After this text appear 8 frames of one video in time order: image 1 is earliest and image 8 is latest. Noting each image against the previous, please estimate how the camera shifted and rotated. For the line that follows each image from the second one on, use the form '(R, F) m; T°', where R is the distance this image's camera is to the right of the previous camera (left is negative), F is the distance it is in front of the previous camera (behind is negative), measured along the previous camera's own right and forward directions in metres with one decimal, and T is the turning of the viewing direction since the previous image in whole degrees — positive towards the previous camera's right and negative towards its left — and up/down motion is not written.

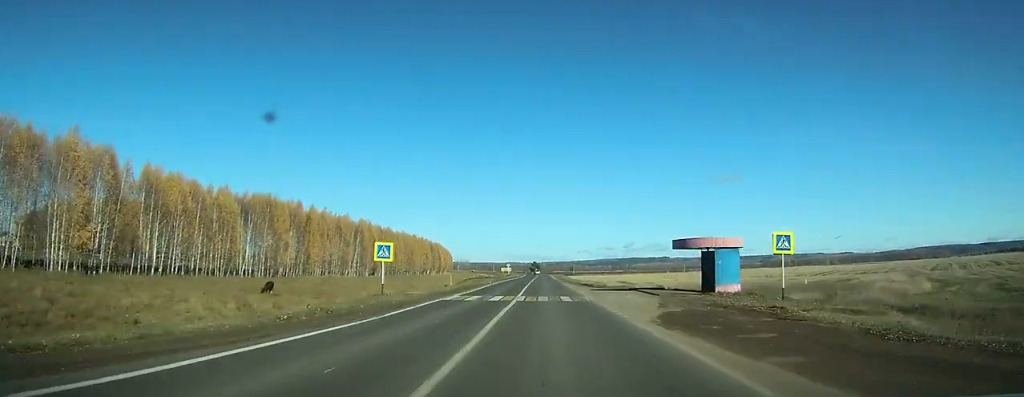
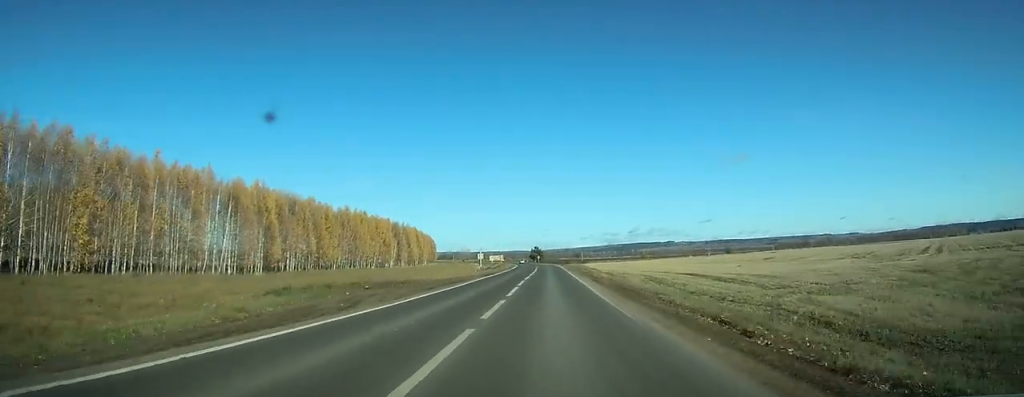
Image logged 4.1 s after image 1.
(-3.8, +66.0) m; -4°
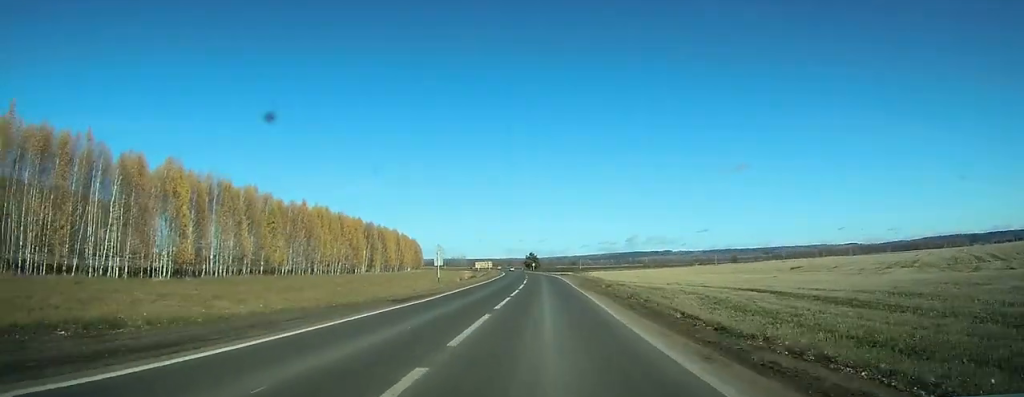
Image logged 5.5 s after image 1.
(0.0, +27.2) m; 0°
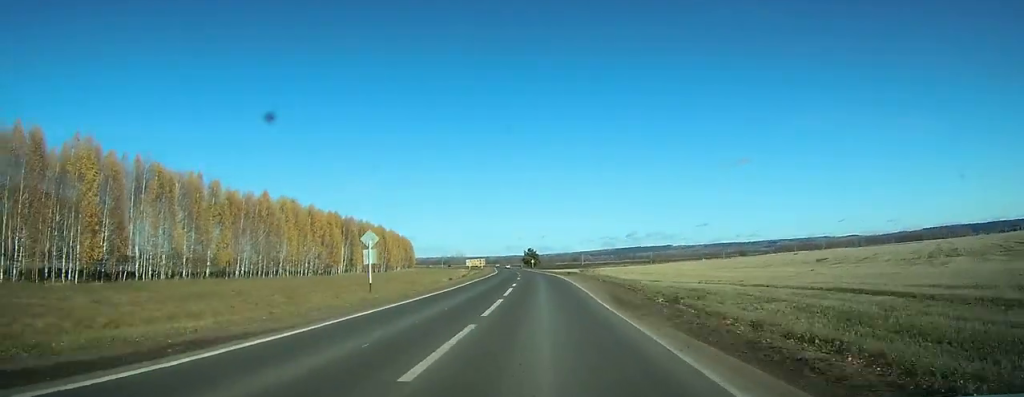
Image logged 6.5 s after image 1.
(+0.1, +19.6) m; 0°
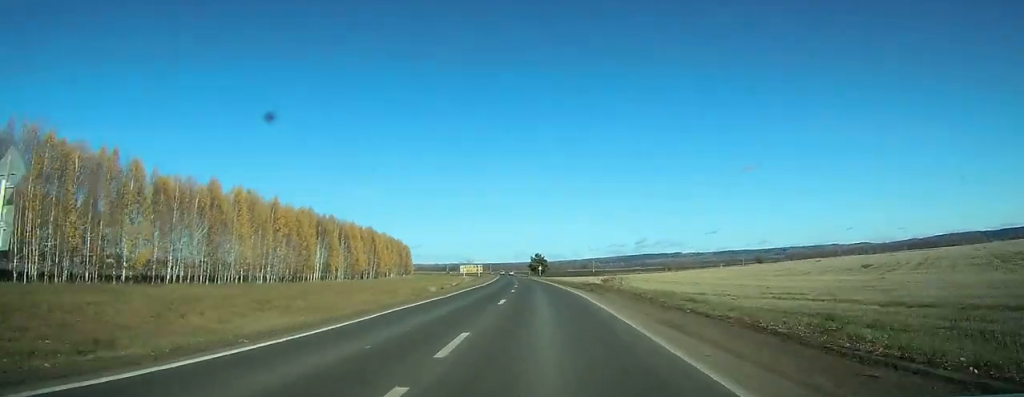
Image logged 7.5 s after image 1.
(0.0, +22.9) m; 0°
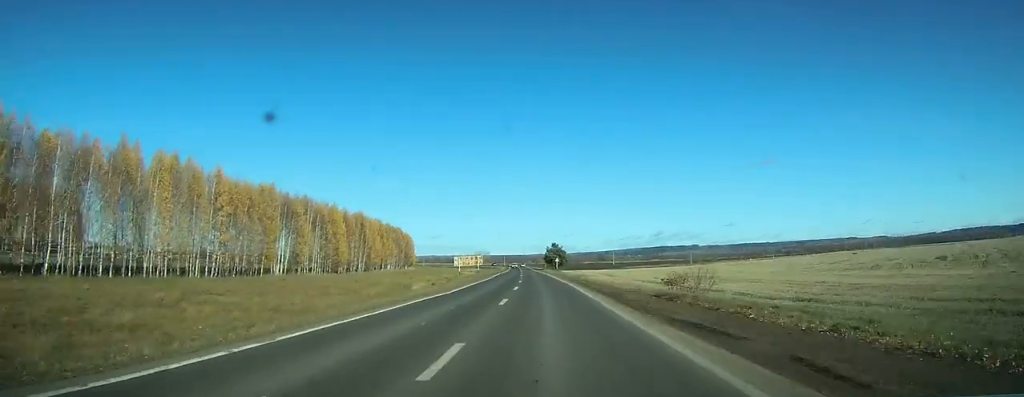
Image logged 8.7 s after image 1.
(-0.2, +26.7) m; -1°
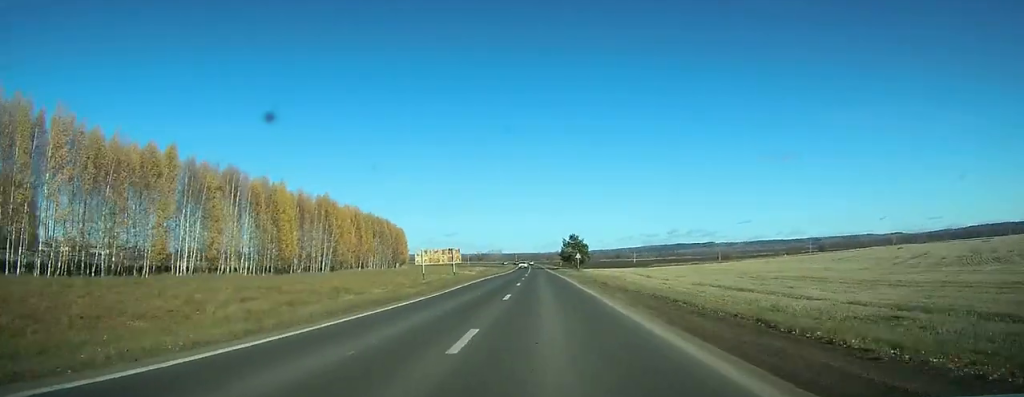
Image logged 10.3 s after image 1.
(-0.4, +33.1) m; -1°
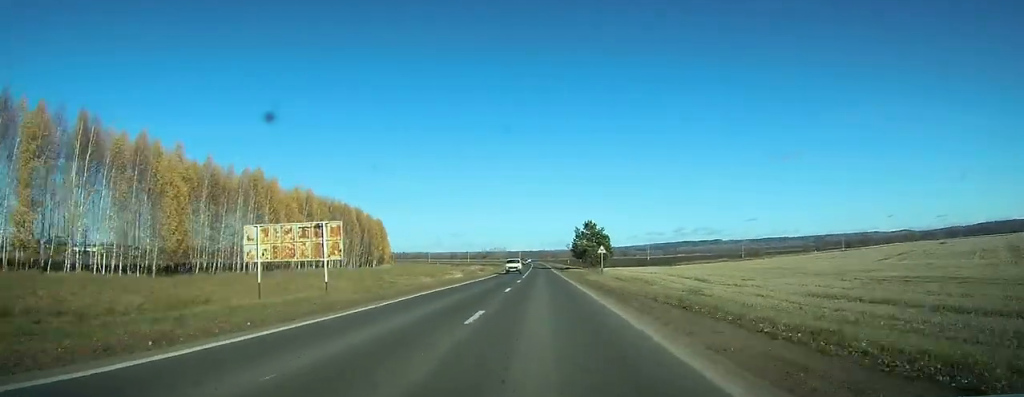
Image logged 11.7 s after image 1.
(-0.2, +30.1) m; -1°
